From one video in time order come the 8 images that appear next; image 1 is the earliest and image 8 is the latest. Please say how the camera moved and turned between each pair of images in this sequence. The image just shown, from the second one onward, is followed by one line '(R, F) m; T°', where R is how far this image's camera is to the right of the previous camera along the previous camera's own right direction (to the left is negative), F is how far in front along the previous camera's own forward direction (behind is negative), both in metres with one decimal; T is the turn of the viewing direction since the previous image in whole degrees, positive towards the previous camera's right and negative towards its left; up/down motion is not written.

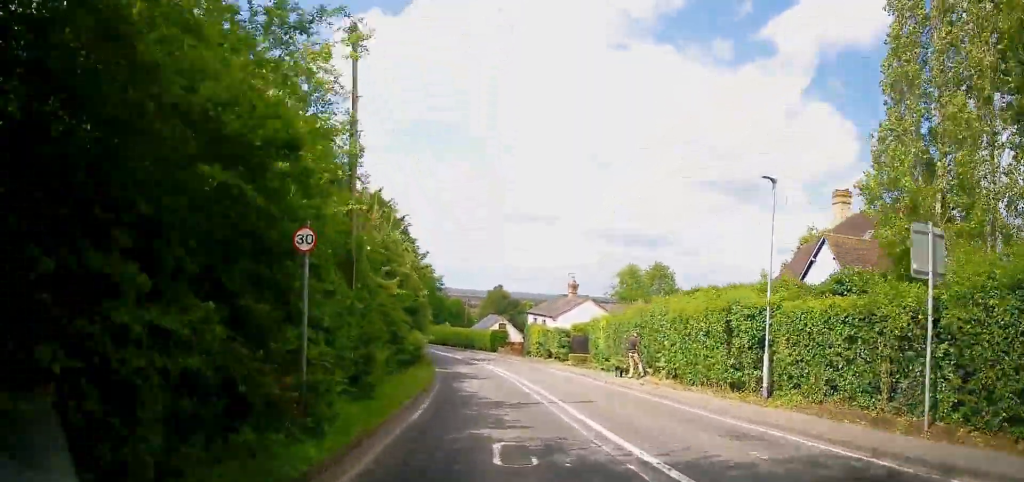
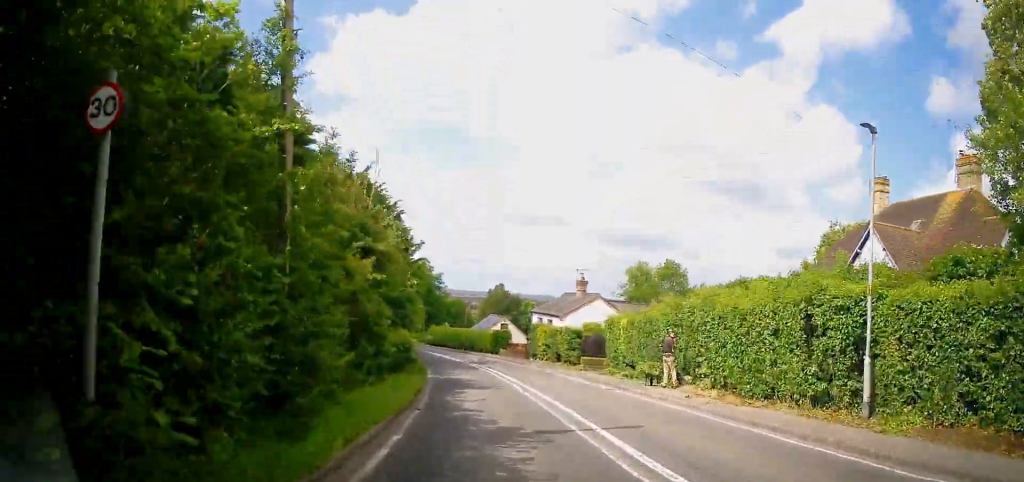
(+0.1, +4.1) m; 0°
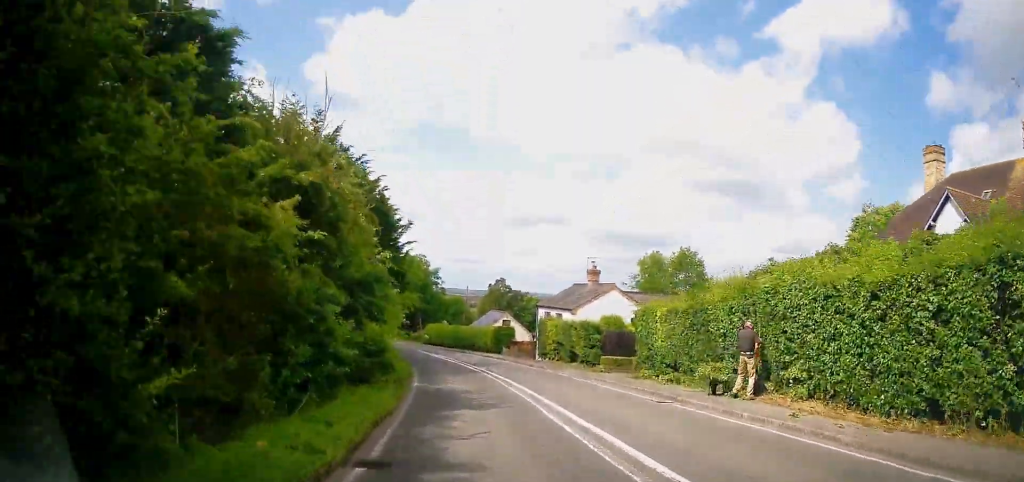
(-0.1, +5.4) m; -2°
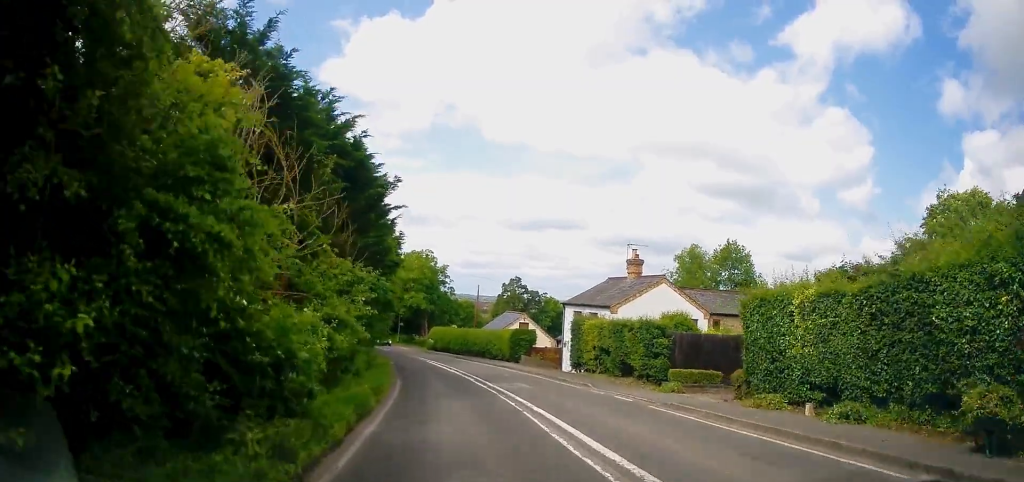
(-0.2, +8.6) m; -4°
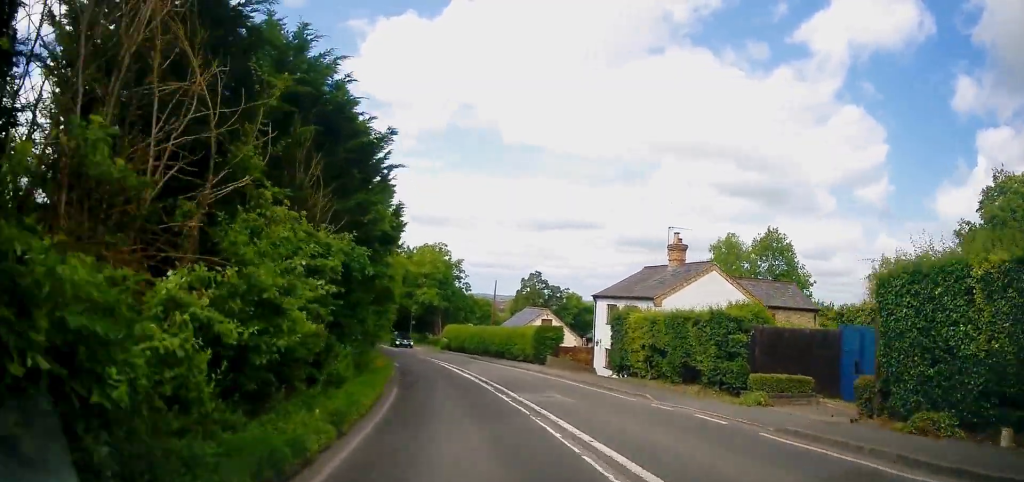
(-0.1, +4.9) m; -2°
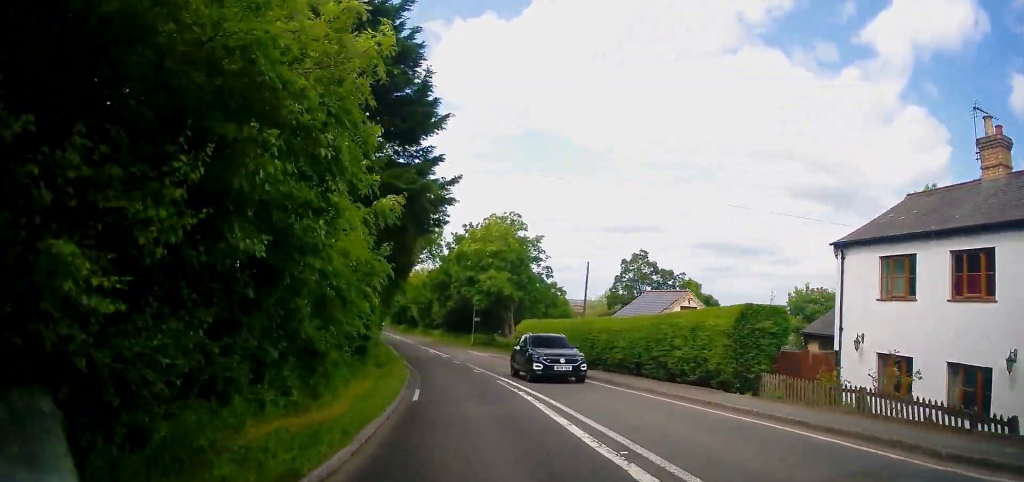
(-0.6, +18.1) m; -4°
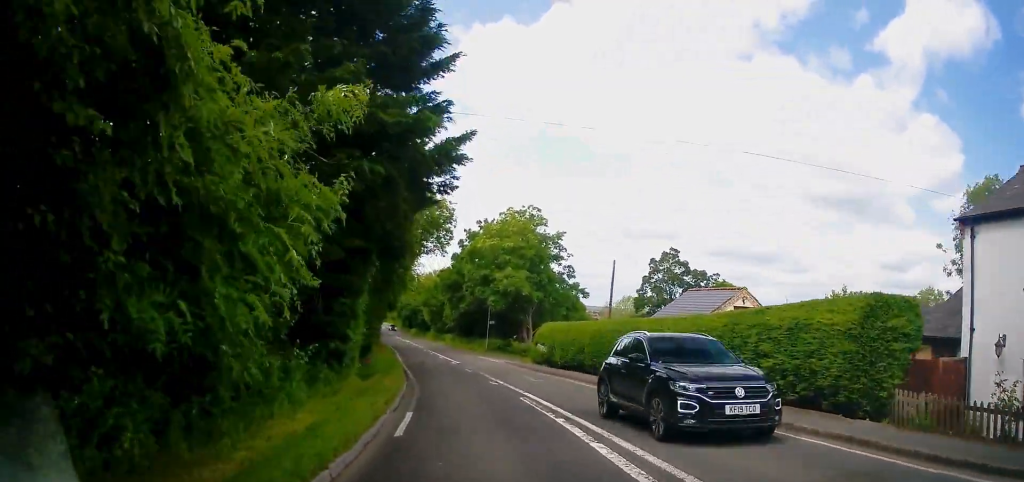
(-0.1, +4.7) m; -2°
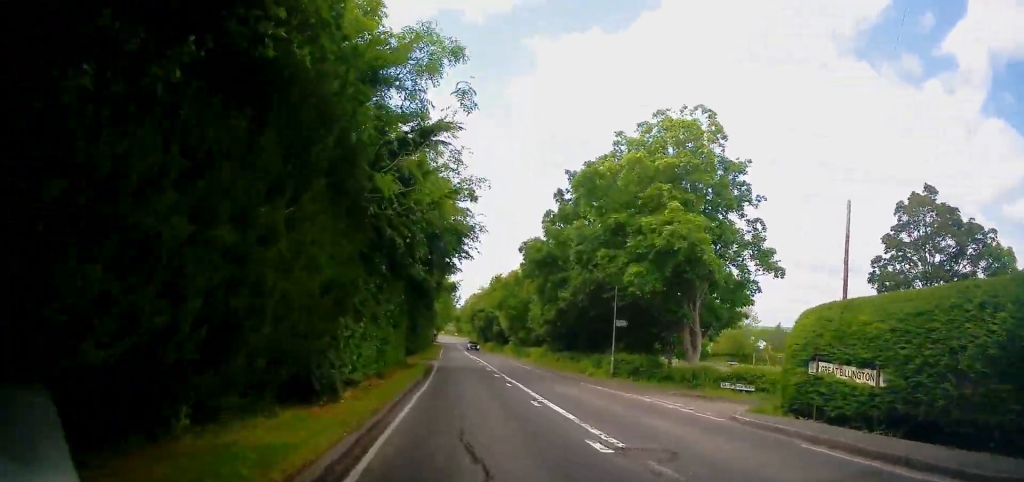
(-1.7, +23.1) m; -8°
